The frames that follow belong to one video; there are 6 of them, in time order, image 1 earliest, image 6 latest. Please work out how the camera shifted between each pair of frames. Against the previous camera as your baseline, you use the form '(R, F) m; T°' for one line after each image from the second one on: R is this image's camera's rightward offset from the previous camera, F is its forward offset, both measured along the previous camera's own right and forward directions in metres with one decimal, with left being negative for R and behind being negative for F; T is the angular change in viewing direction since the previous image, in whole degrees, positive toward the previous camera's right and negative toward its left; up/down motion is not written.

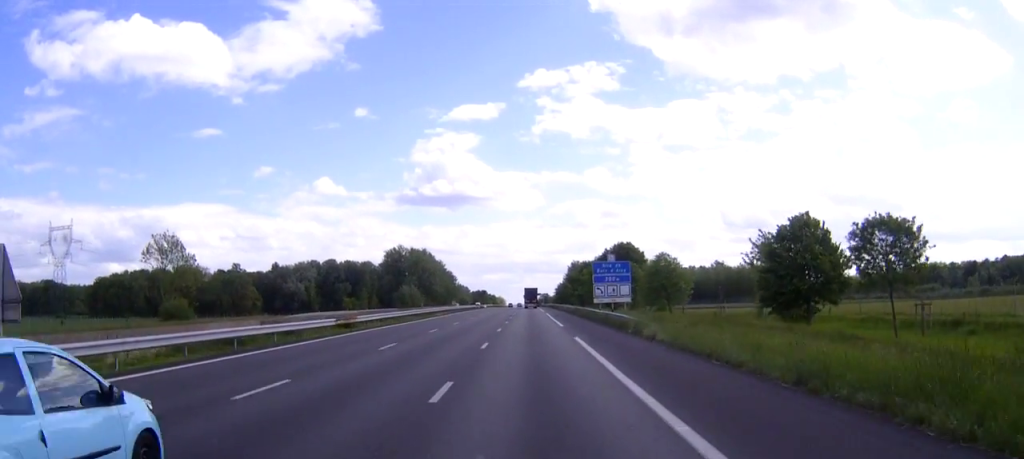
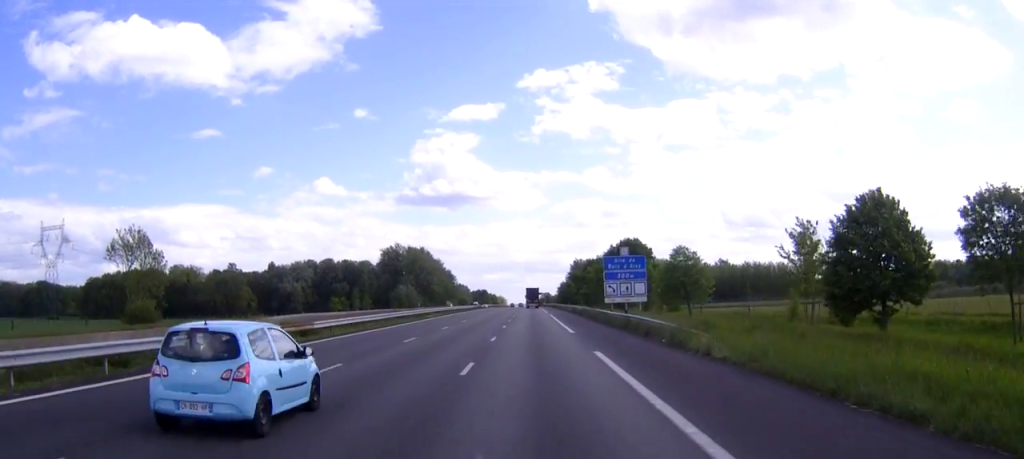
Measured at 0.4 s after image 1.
(0.0, +8.6) m; 0°
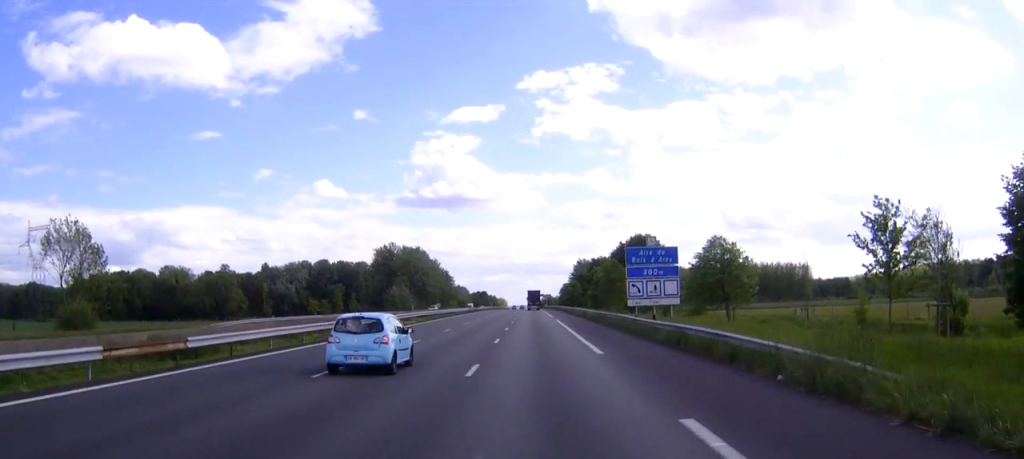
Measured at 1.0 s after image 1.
(0.0, +13.0) m; 0°
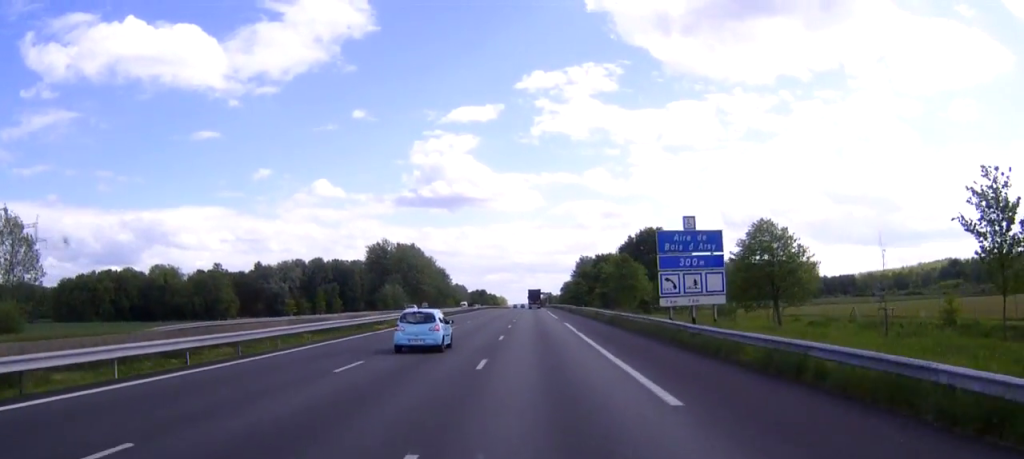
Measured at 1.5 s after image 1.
(0.0, +11.6) m; 0°
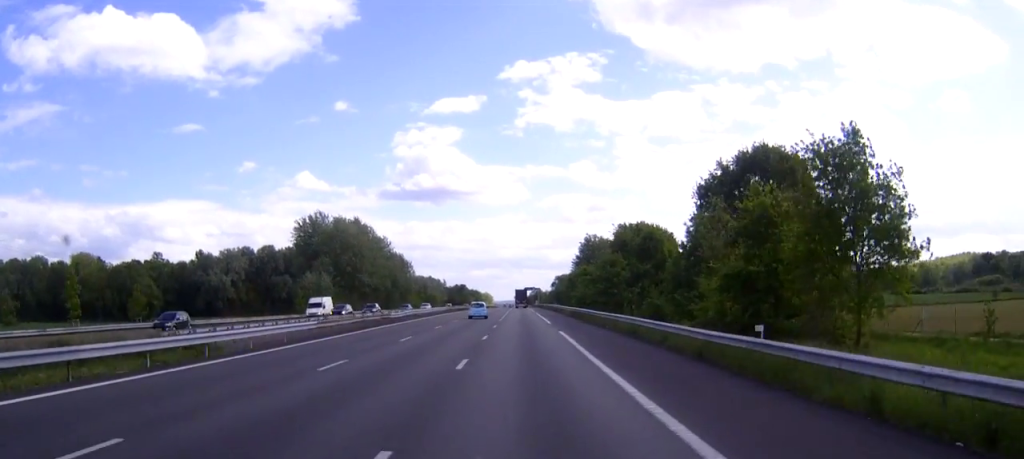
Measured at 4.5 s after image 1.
(+0.6, +64.8) m; +1°
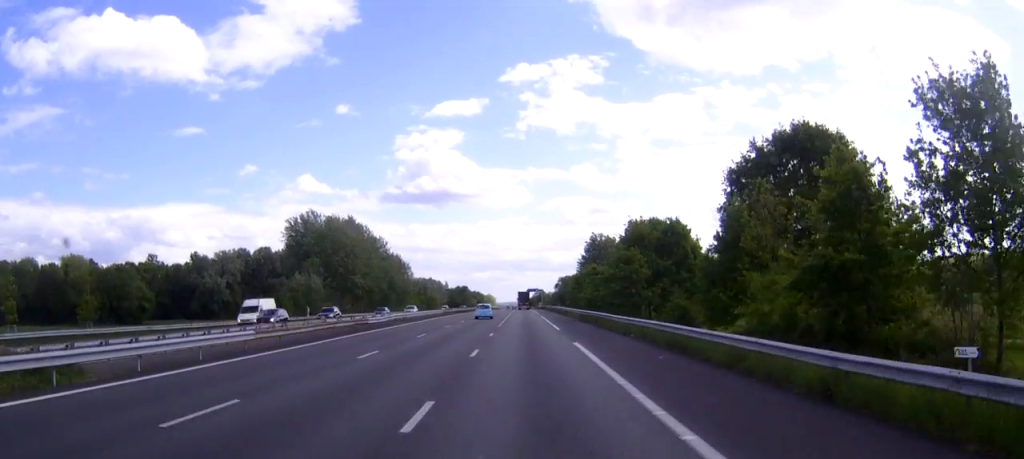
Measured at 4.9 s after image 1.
(0.0, +8.8) m; 0°
